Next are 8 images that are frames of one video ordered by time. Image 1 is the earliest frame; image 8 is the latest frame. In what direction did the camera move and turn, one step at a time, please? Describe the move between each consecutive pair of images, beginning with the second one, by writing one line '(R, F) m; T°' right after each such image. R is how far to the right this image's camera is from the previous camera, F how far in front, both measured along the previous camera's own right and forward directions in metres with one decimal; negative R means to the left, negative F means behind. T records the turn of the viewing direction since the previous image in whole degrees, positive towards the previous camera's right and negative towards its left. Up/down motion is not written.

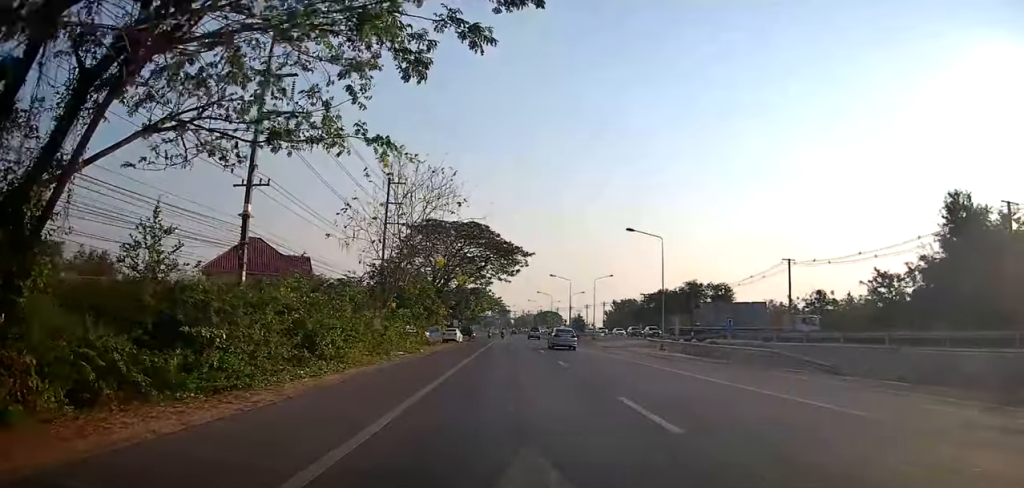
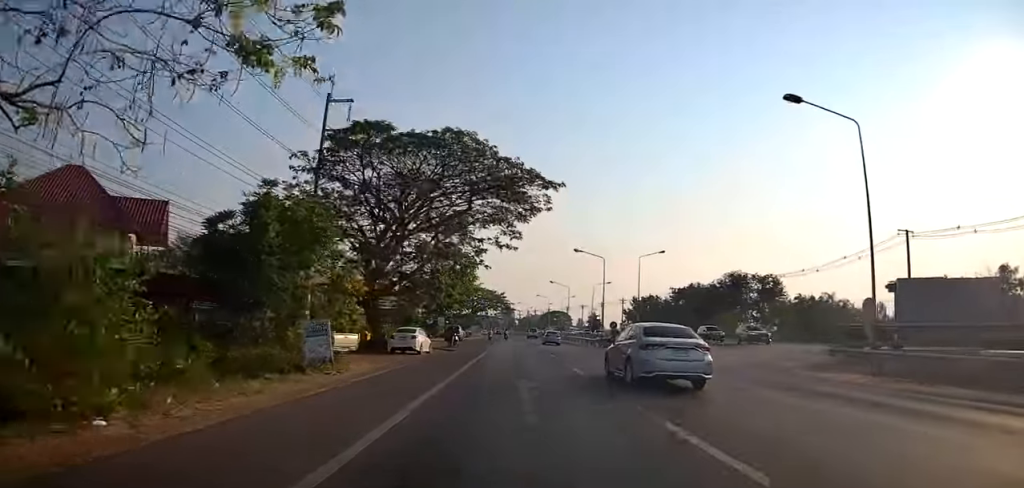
(0.0, +26.7) m; 0°
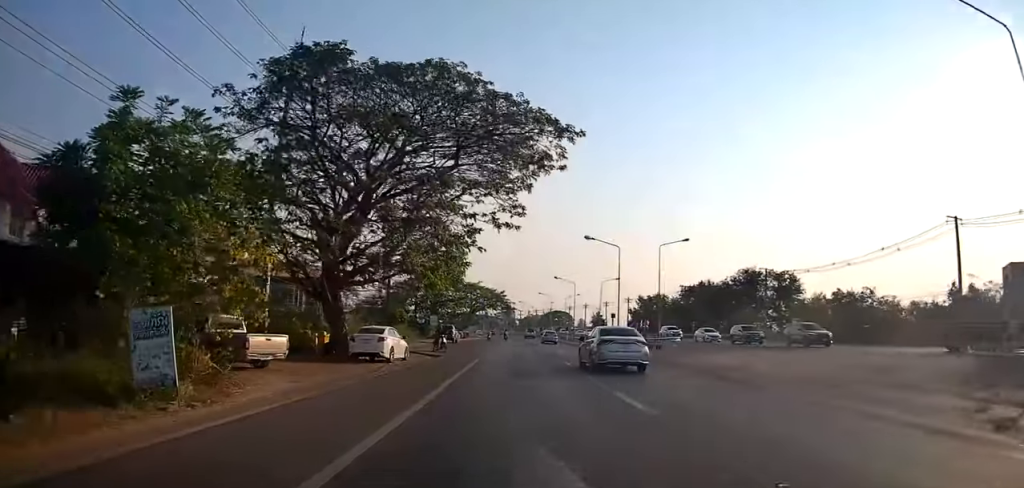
(0.0, +7.8) m; 0°
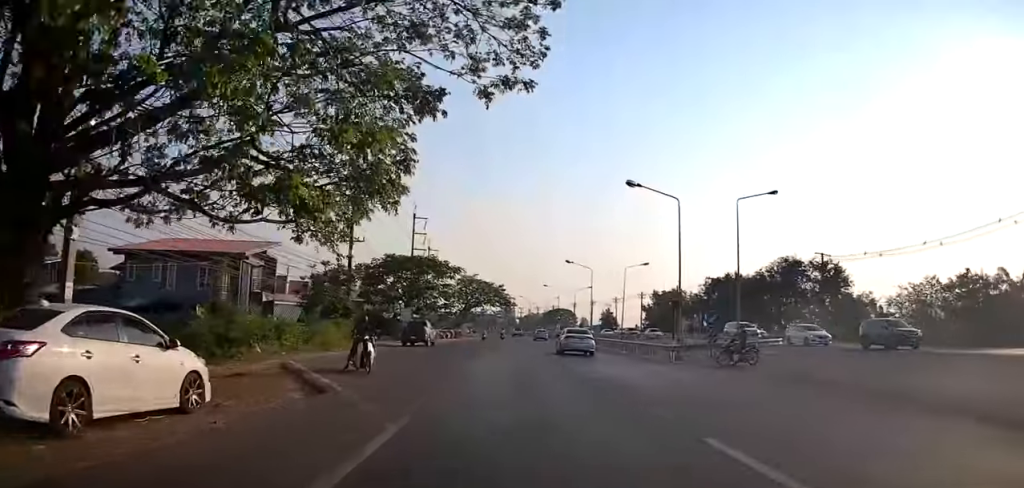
(0.0, +17.8) m; +2°
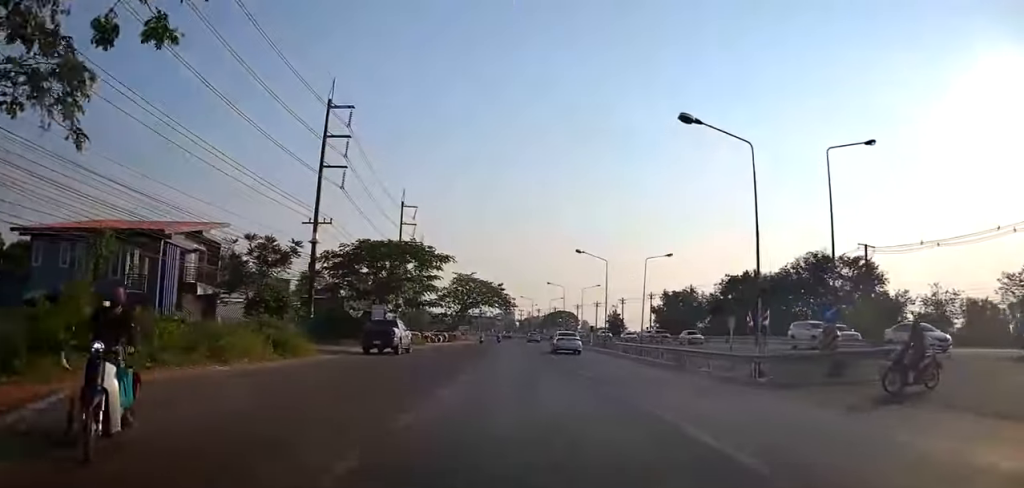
(+0.2, +10.4) m; 0°
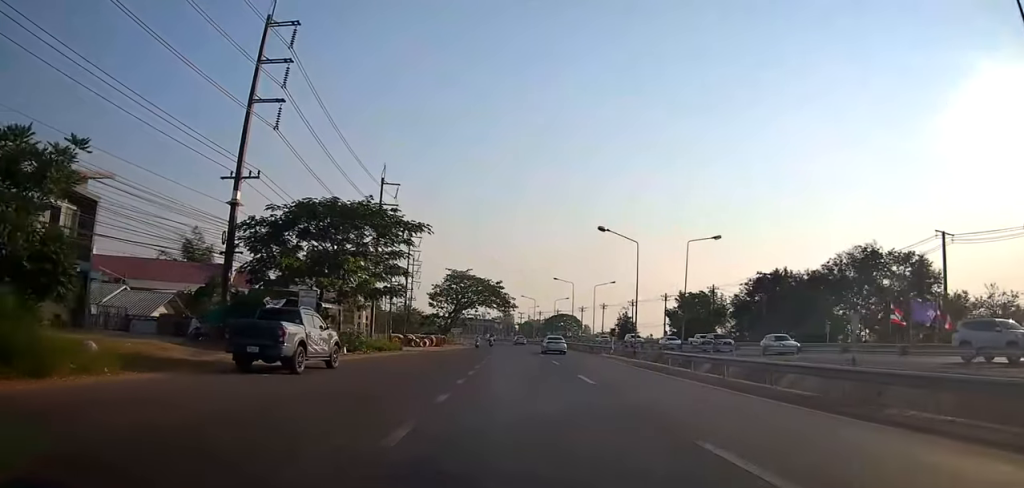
(0.0, +14.0) m; -1°
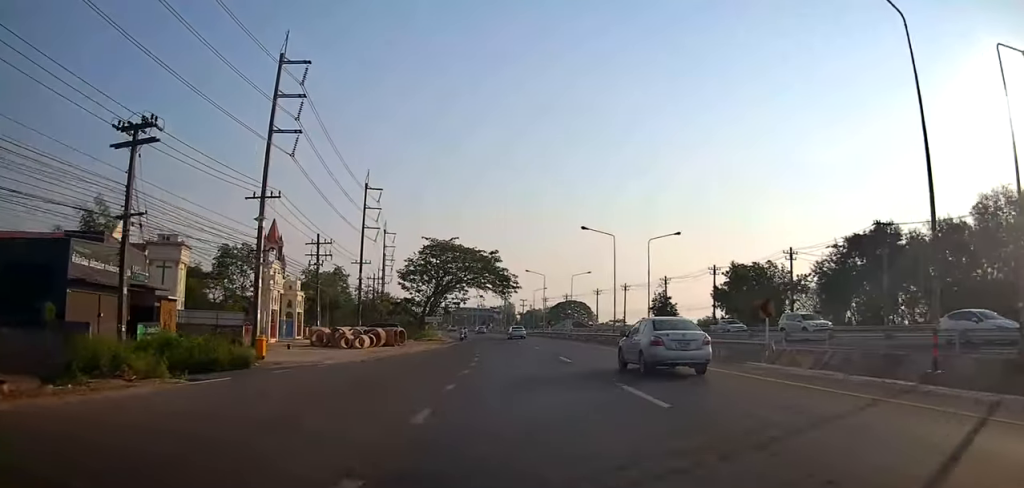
(-0.3, +31.3) m; 0°
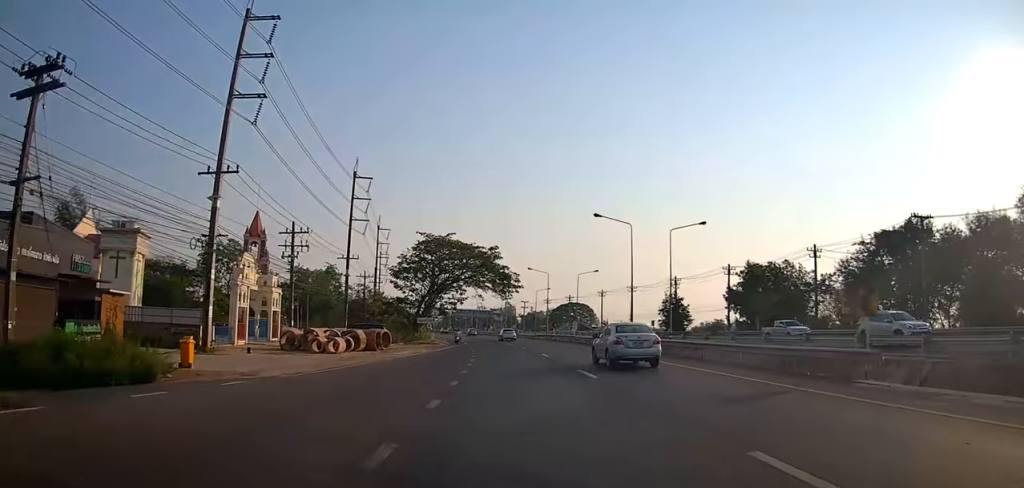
(+0.2, +6.3) m; 0°
